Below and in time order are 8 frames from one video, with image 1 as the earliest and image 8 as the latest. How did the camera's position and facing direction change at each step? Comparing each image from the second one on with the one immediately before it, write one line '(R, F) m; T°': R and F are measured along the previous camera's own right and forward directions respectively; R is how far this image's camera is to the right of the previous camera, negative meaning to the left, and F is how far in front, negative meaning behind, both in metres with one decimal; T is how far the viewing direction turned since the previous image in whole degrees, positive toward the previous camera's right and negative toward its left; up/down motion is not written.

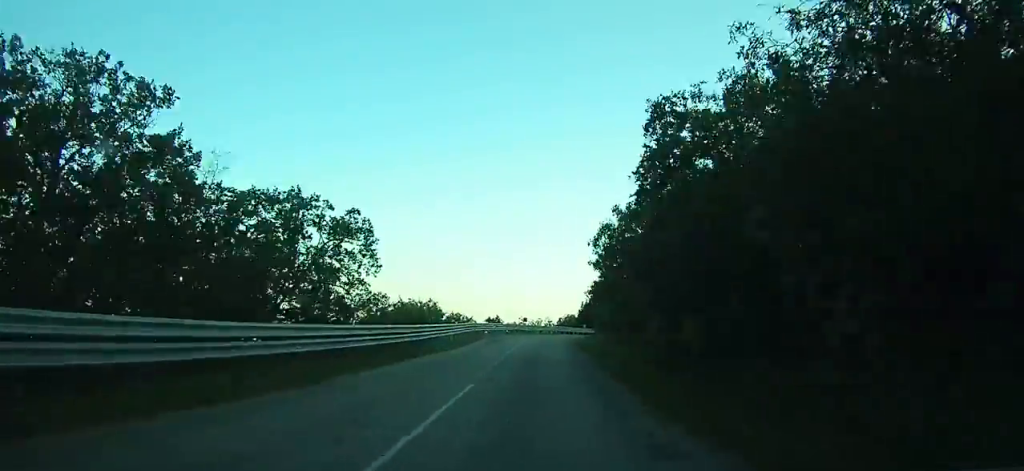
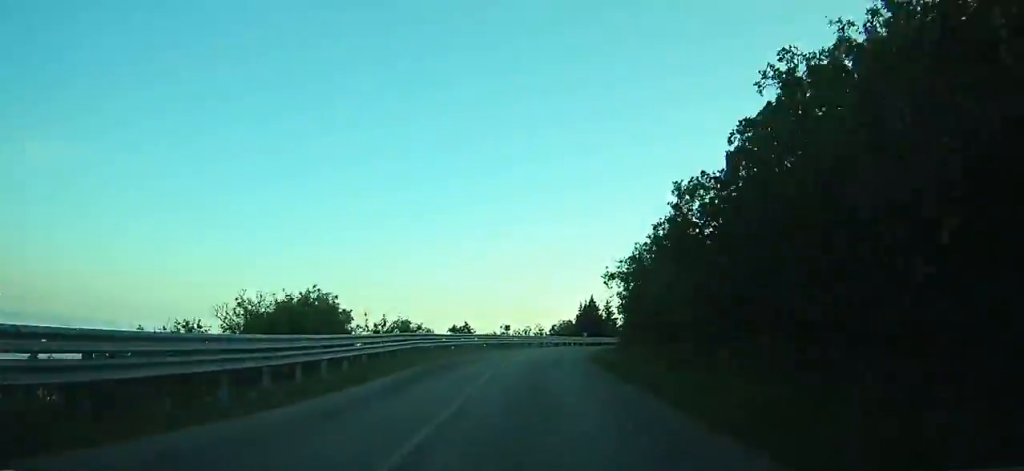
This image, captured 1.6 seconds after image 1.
(-2.3, +19.4) m; -2°
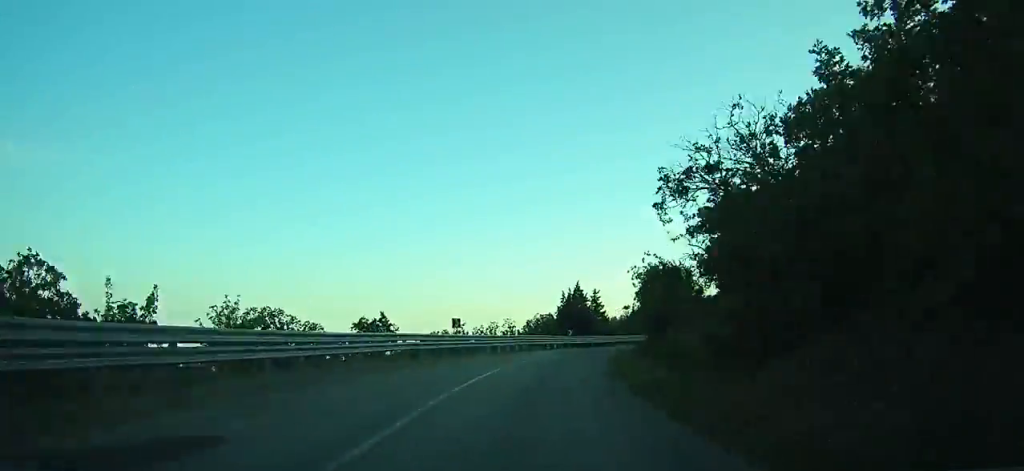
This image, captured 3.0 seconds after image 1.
(-0.3, +17.7) m; +1°
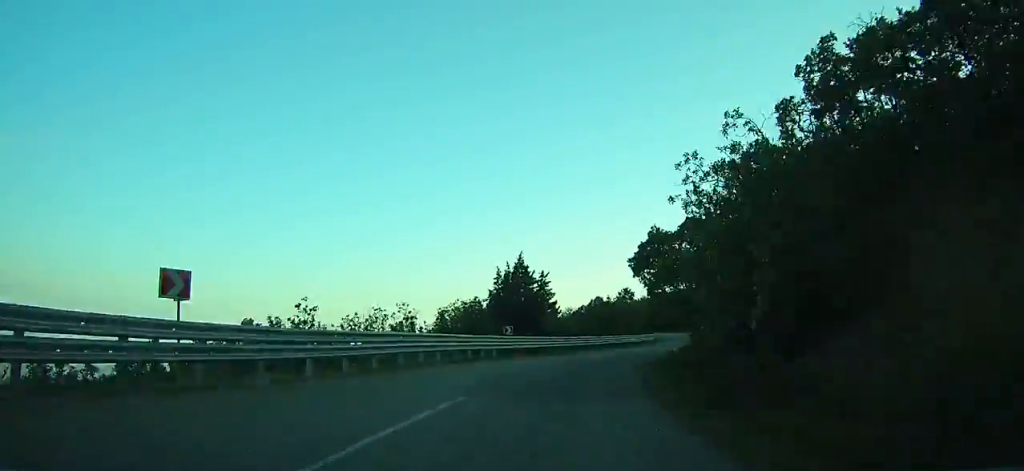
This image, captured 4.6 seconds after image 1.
(+0.4, +21.1) m; +5°
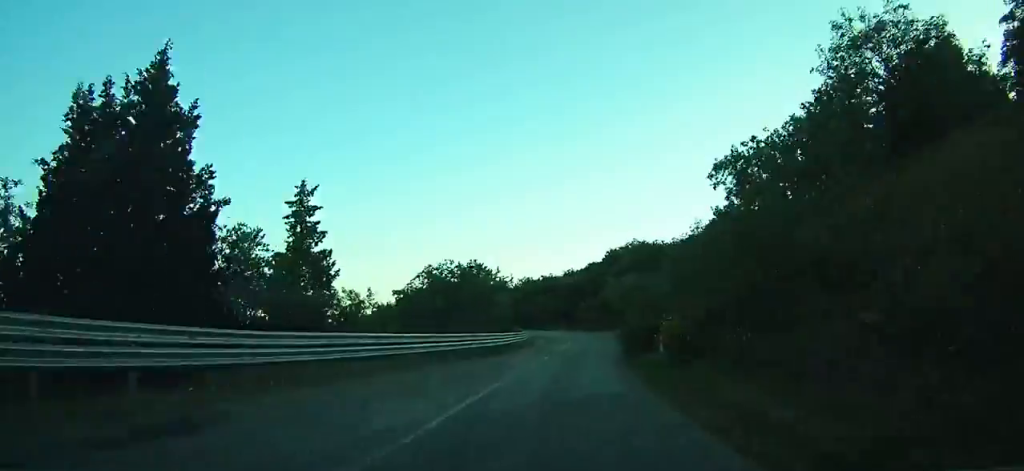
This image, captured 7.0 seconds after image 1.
(+2.8, +30.9) m; +9°
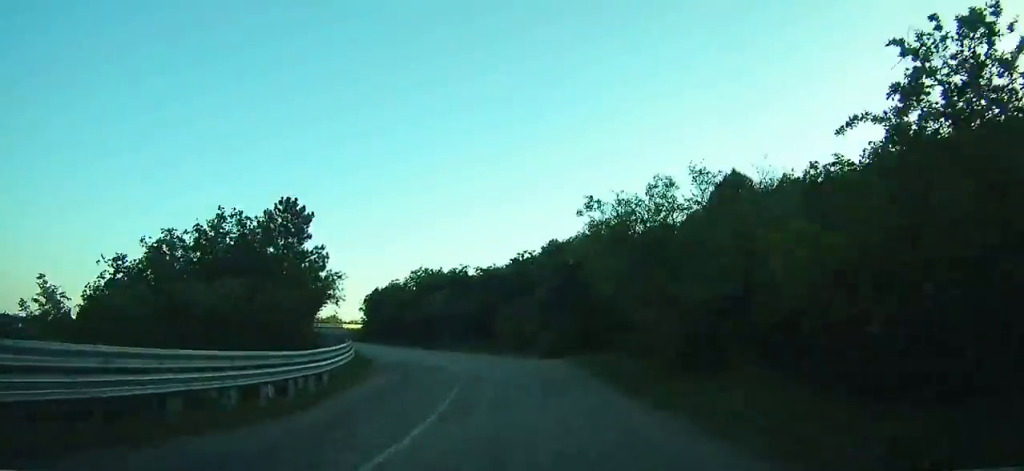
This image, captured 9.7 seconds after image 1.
(+3.0, +35.4) m; +2°
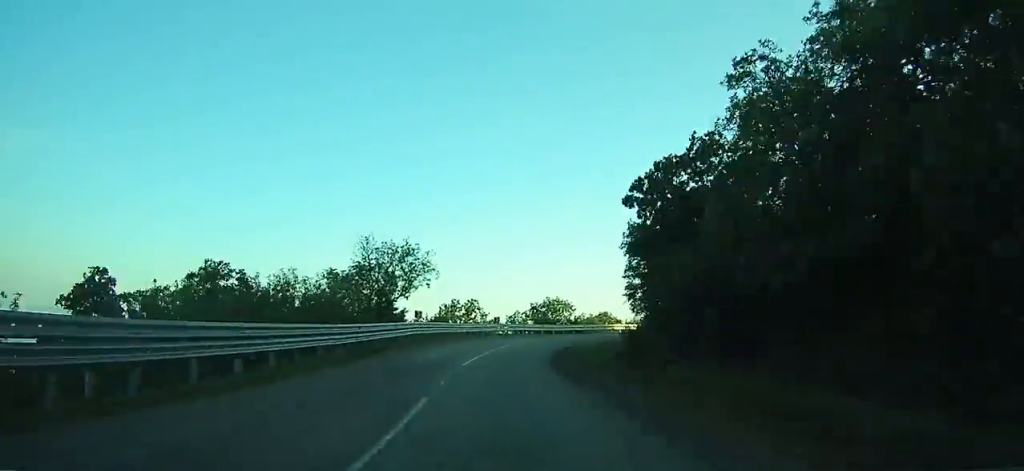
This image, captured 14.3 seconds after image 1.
(-6.2, +61.4) m; -15°
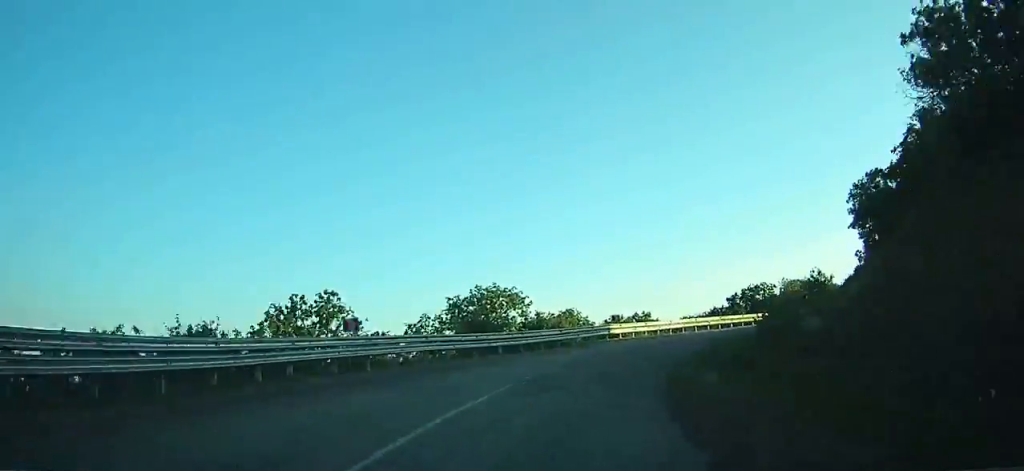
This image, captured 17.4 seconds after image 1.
(-1.5, +40.1) m; +8°
